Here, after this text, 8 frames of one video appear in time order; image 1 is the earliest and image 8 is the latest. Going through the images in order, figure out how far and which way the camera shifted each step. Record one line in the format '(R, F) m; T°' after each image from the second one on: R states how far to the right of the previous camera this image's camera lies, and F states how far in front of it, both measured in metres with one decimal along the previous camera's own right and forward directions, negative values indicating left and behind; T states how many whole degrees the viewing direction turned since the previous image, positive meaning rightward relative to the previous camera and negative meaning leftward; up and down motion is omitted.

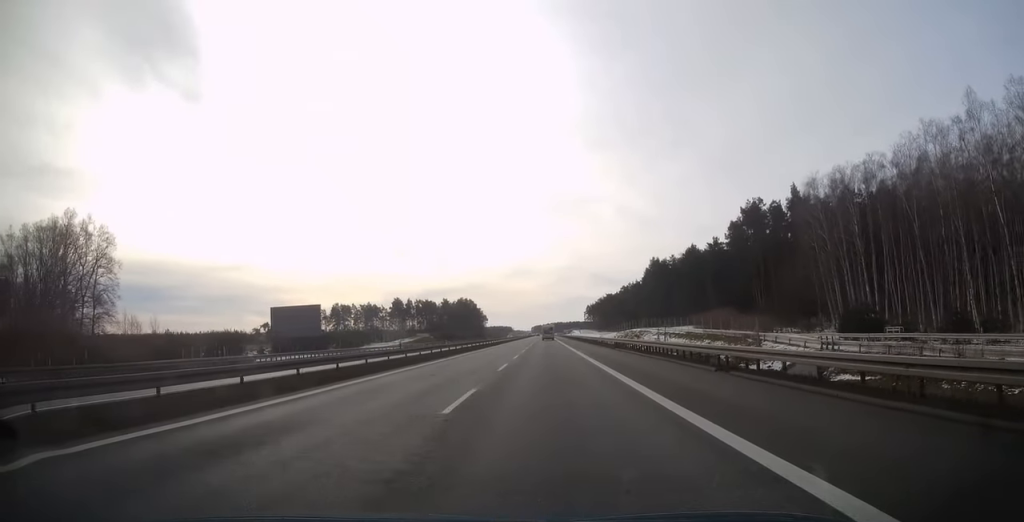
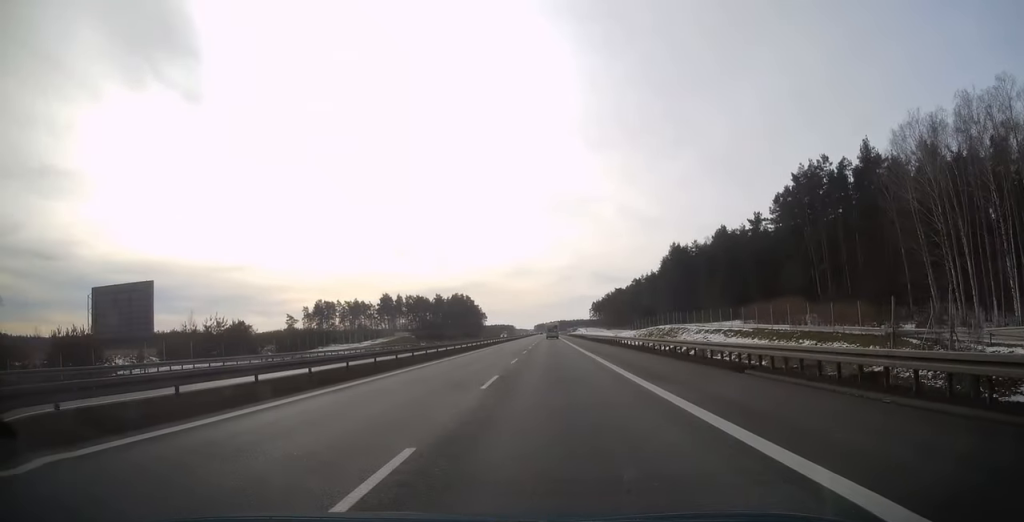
(0.0, +31.3) m; 0°
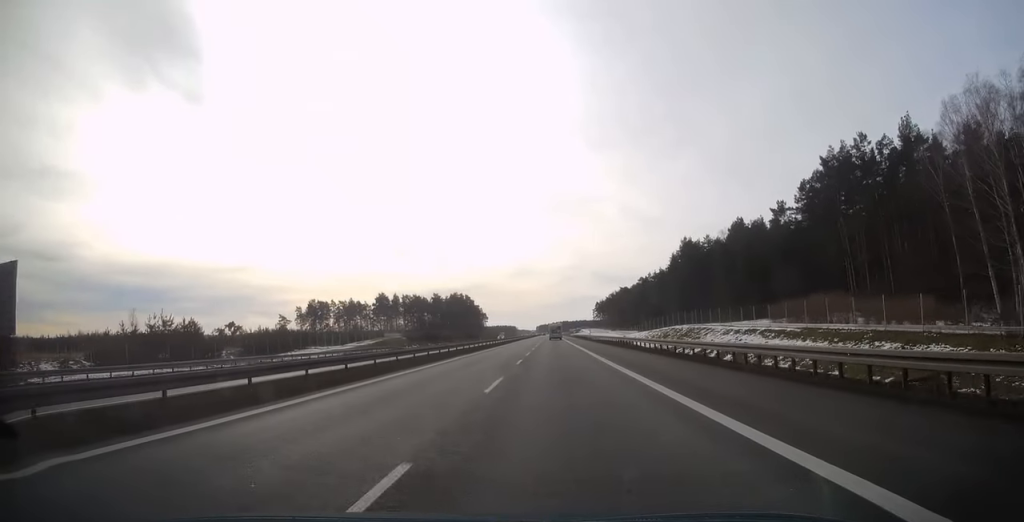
(+0.1, +12.6) m; 0°
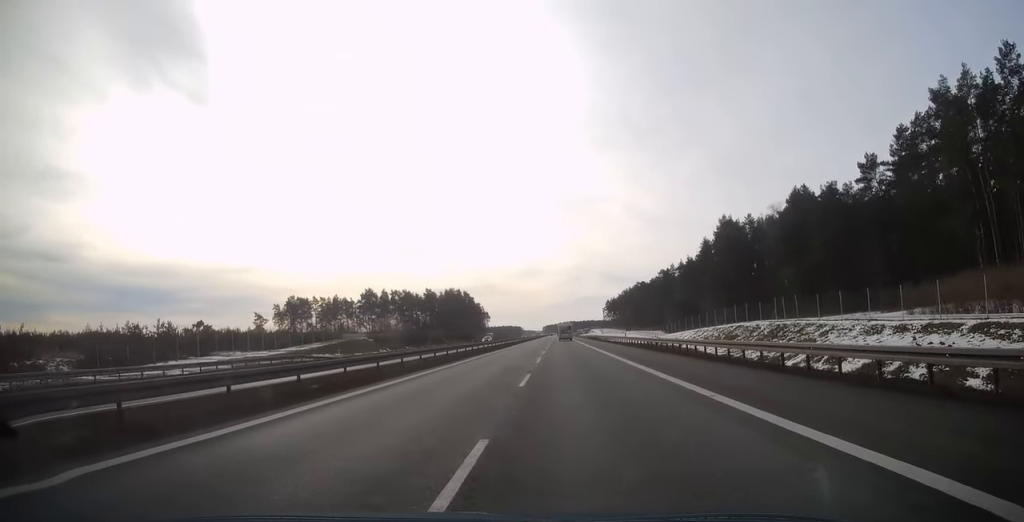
(-0.3, +34.1) m; -1°
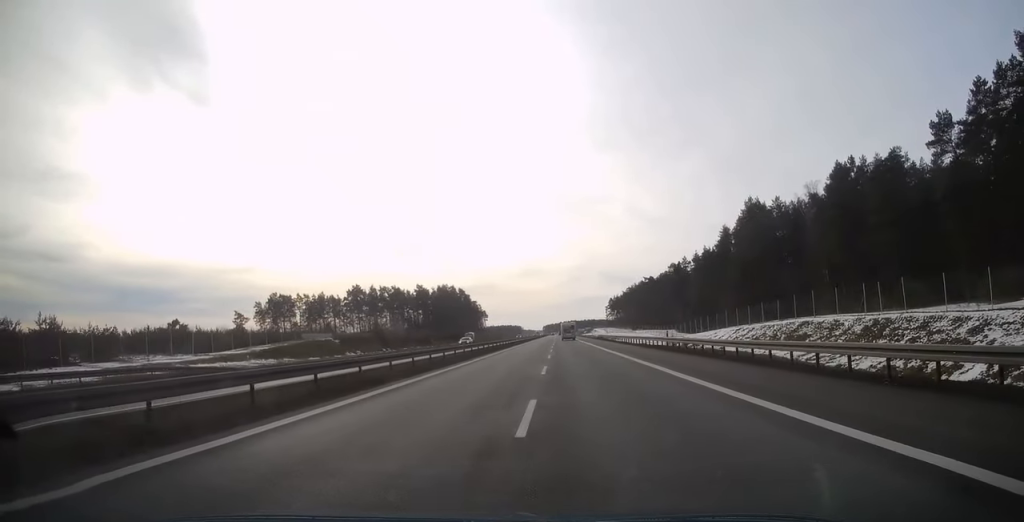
(-0.1, +19.4) m; 0°
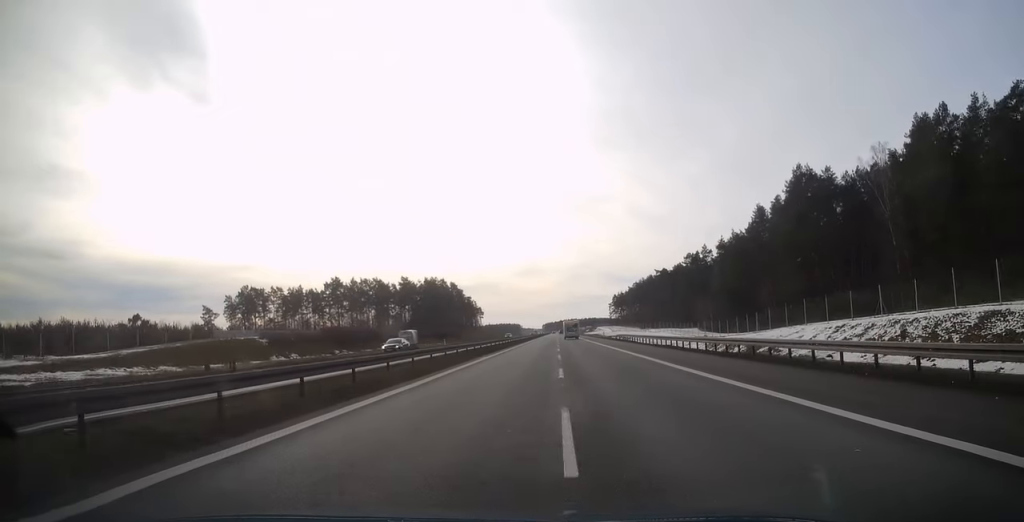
(0.0, +26.1) m; 0°
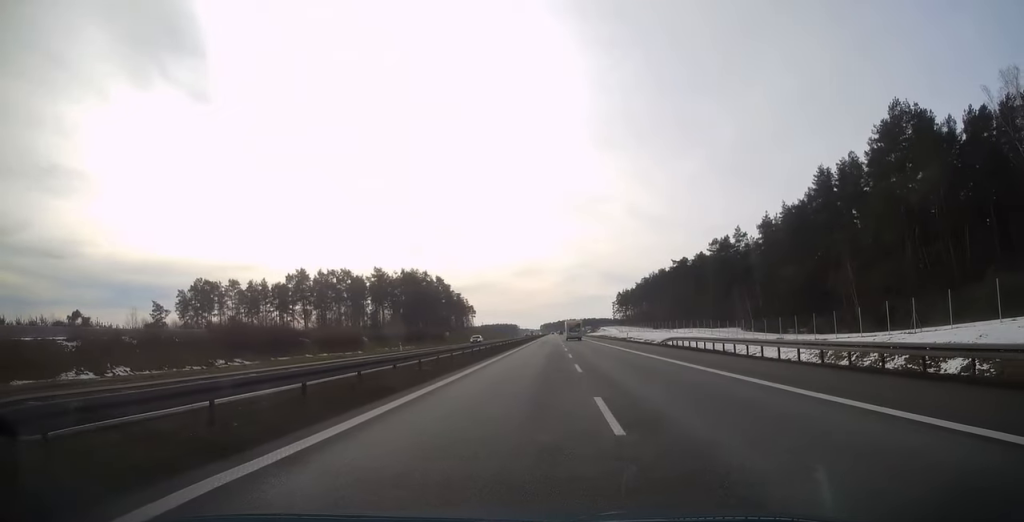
(0.0, +33.0) m; 0°
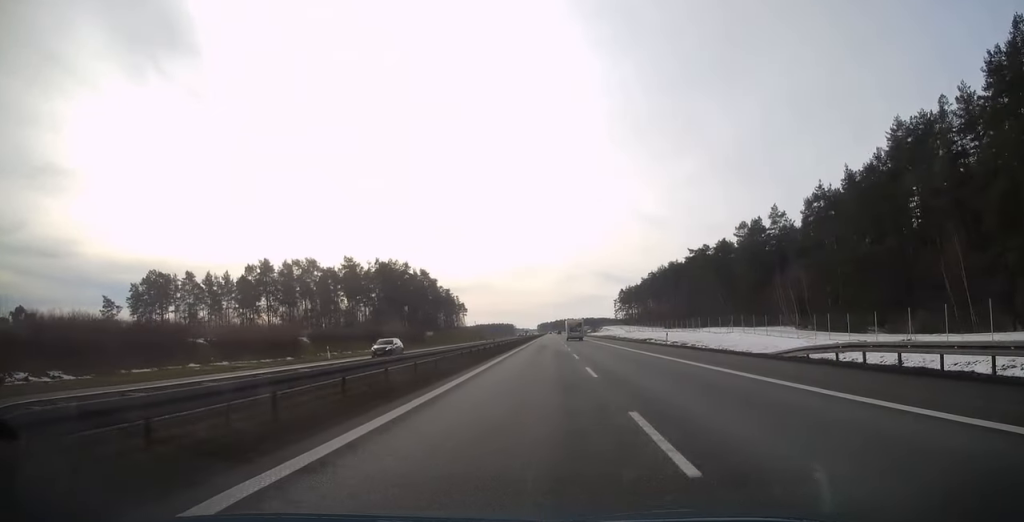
(-0.1, +26.1) m; 0°
